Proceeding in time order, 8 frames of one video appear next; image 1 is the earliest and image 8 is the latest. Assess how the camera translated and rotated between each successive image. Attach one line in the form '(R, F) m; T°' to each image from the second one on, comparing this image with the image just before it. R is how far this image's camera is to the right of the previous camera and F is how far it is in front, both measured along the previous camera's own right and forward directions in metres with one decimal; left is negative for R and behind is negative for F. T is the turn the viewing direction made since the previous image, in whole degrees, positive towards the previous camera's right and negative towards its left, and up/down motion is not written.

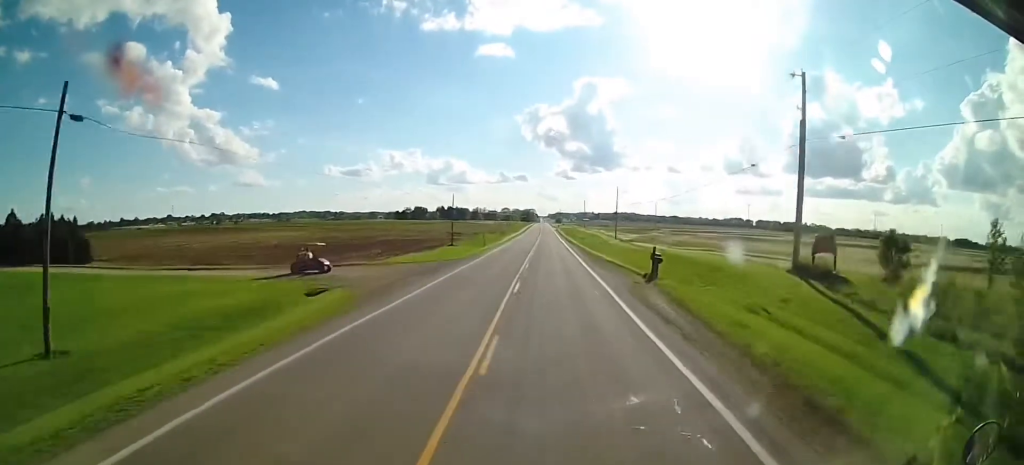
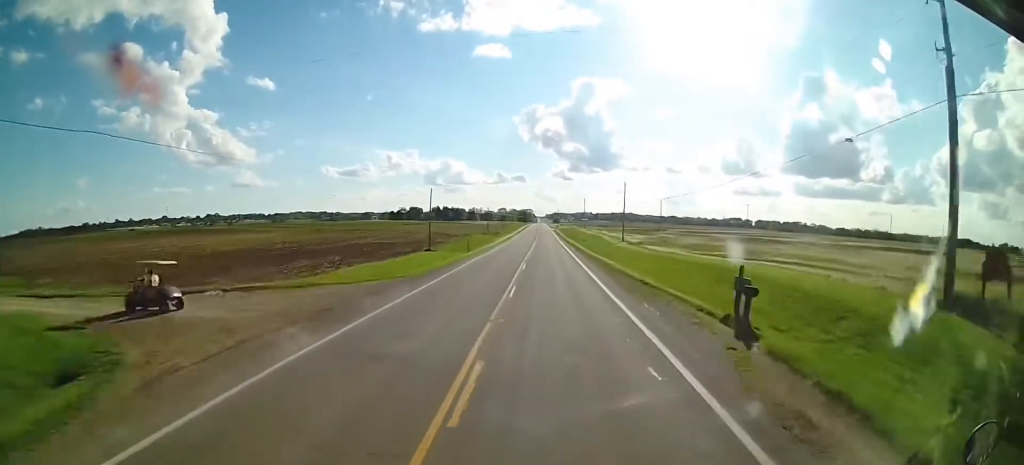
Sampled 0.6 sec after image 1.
(-0.1, +14.2) m; 0°
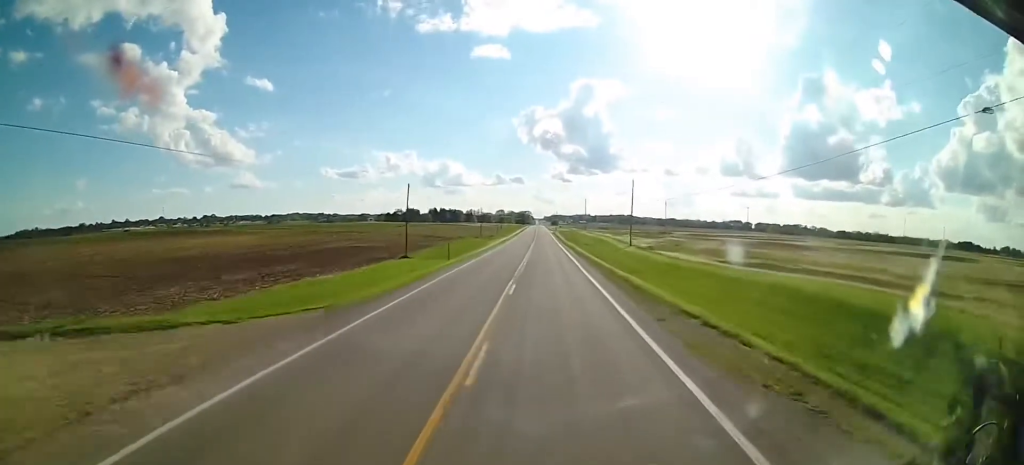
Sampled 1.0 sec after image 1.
(-0.1, +9.9) m; 0°
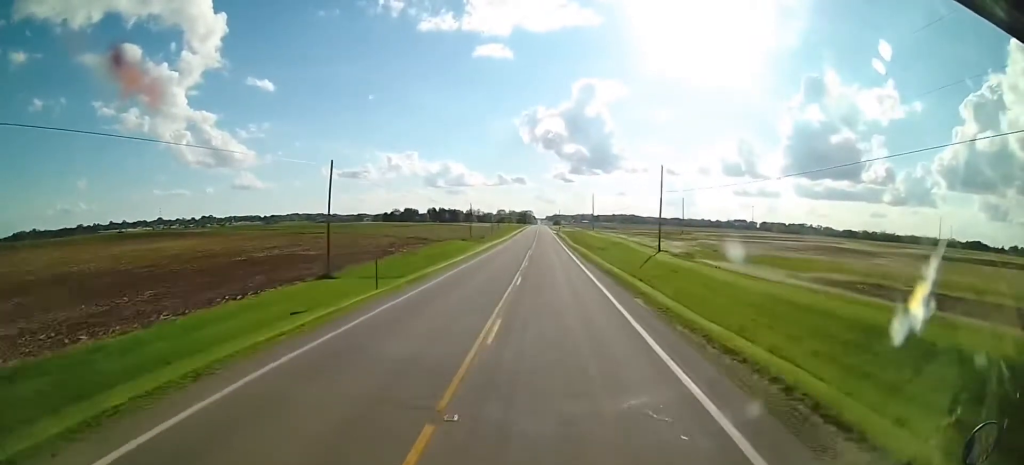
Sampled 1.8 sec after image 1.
(0.0, +21.8) m; +1°
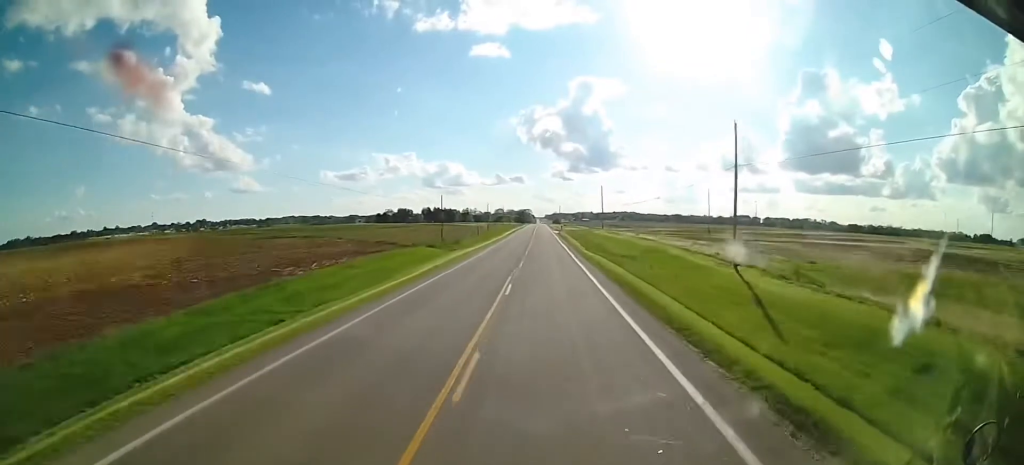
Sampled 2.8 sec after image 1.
(+0.5, +30.0) m; +1°
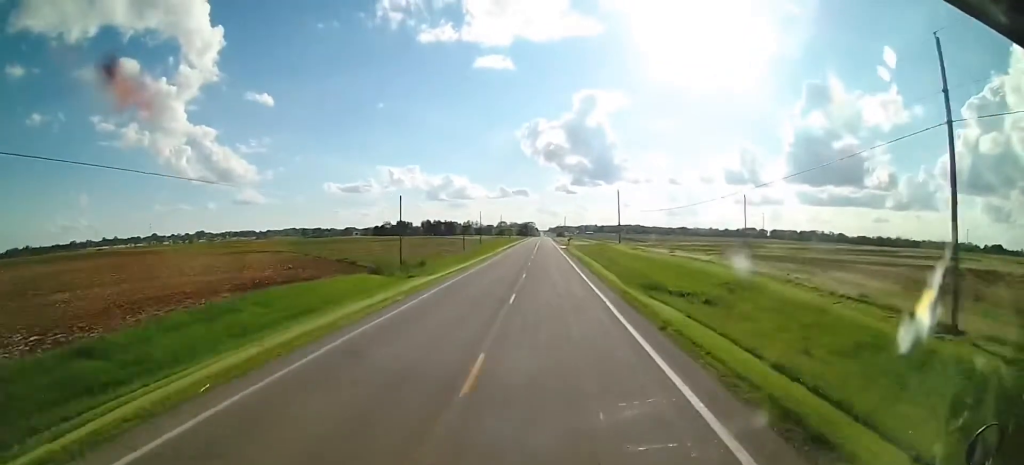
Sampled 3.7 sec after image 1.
(+0.1, +24.9) m; 0°
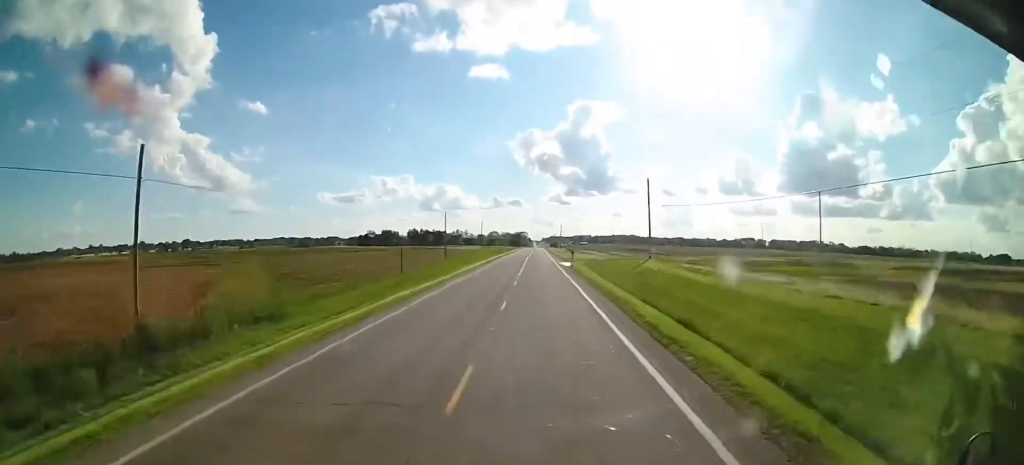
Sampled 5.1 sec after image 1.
(-0.3, +36.3) m; -1°
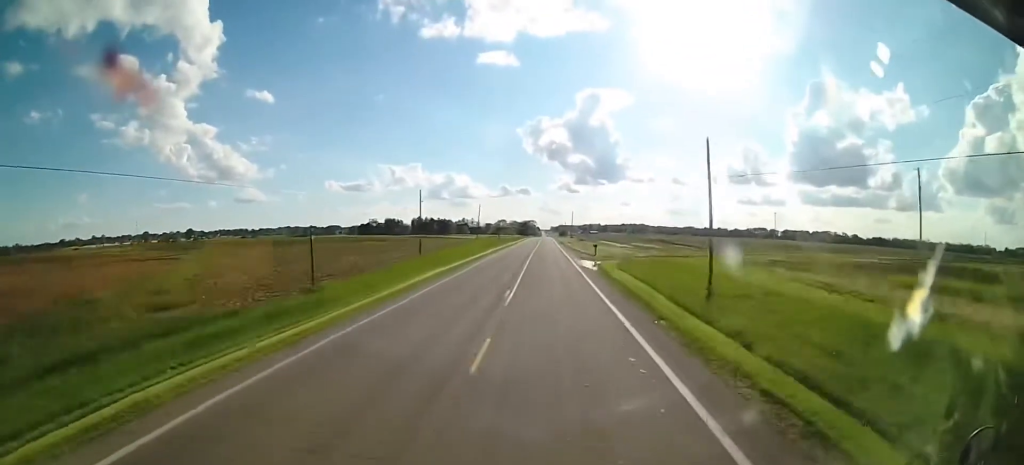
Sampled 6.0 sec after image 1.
(0.0, +23.9) m; -1°
